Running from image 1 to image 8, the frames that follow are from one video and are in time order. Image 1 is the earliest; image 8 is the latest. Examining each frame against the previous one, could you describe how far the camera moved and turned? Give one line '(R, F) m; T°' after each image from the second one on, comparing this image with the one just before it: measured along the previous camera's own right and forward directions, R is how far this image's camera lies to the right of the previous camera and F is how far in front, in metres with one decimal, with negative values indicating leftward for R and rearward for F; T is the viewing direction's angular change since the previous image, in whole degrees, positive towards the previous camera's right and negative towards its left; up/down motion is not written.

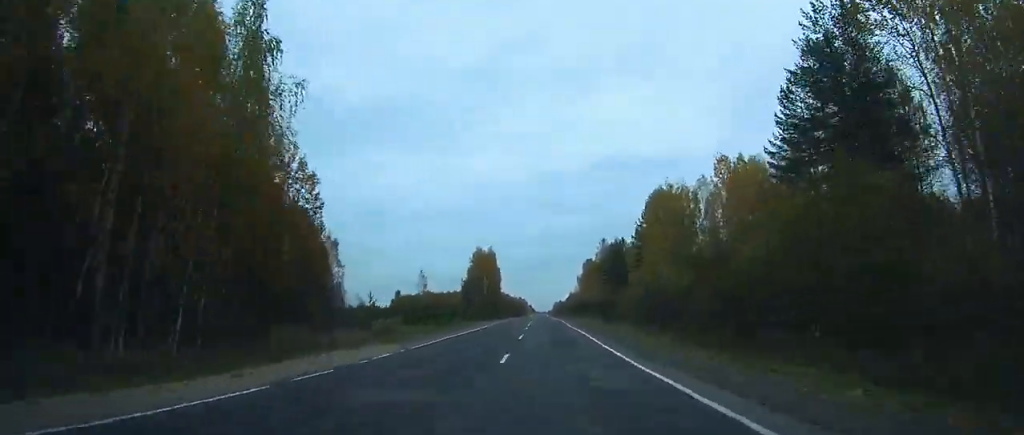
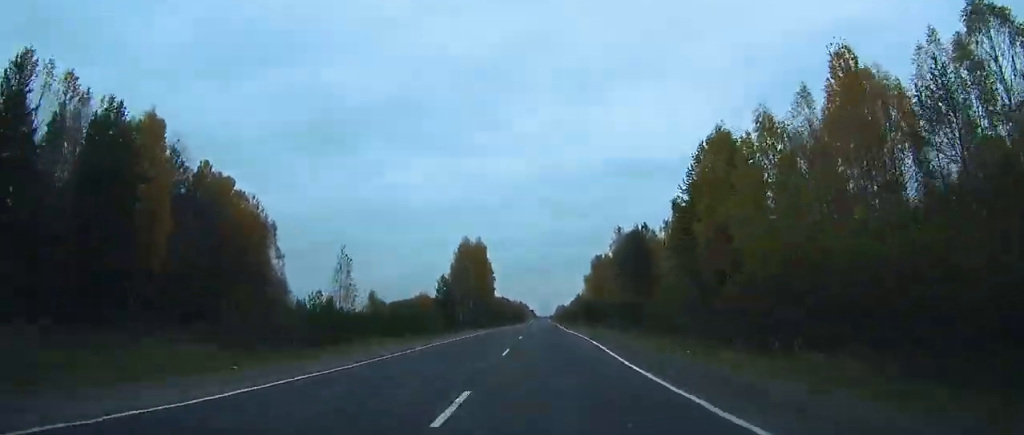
(+1.2, +34.3) m; +2°
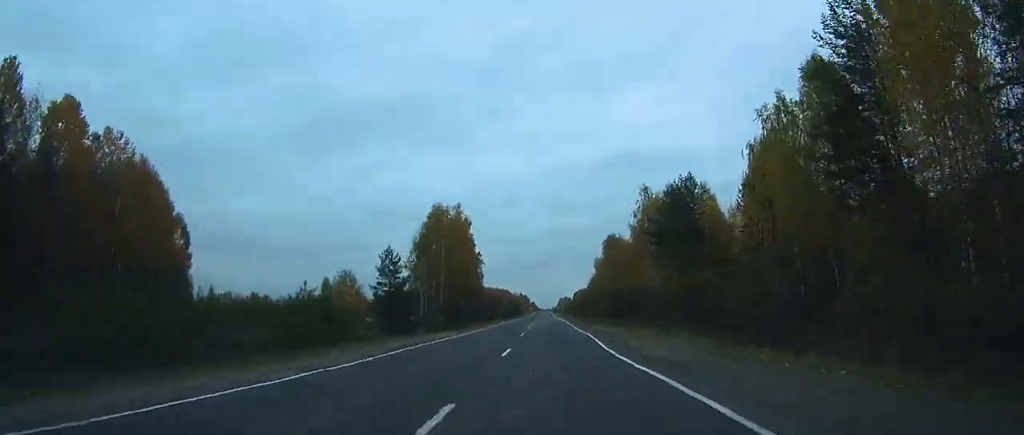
(-0.1, +39.5) m; 0°
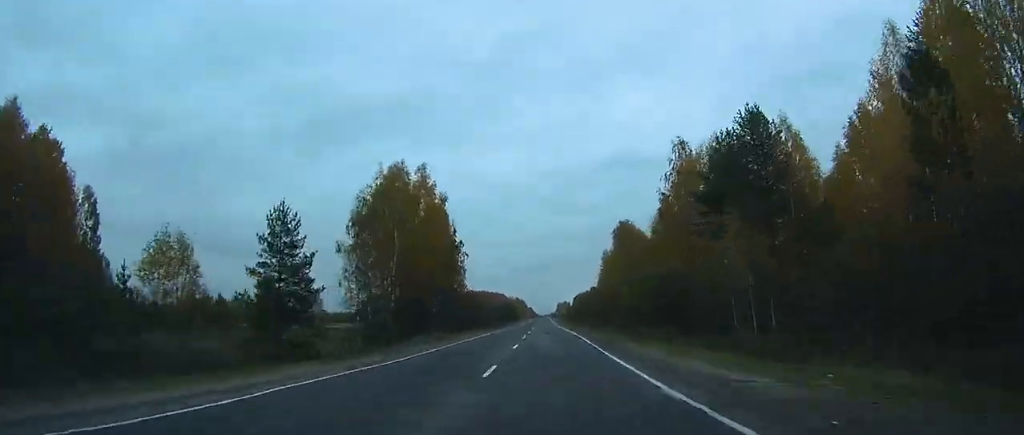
(0.0, +28.6) m; 0°
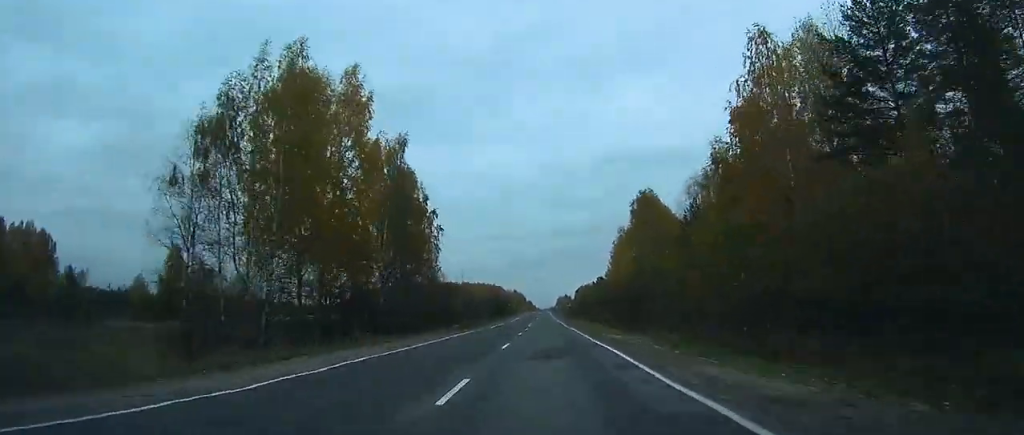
(0.0, +28.4) m; 0°
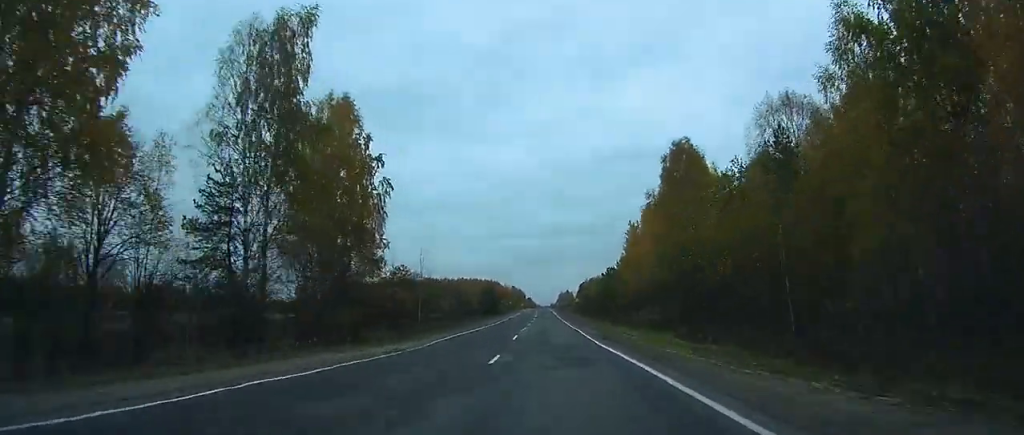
(0.0, +28.1) m; 0°
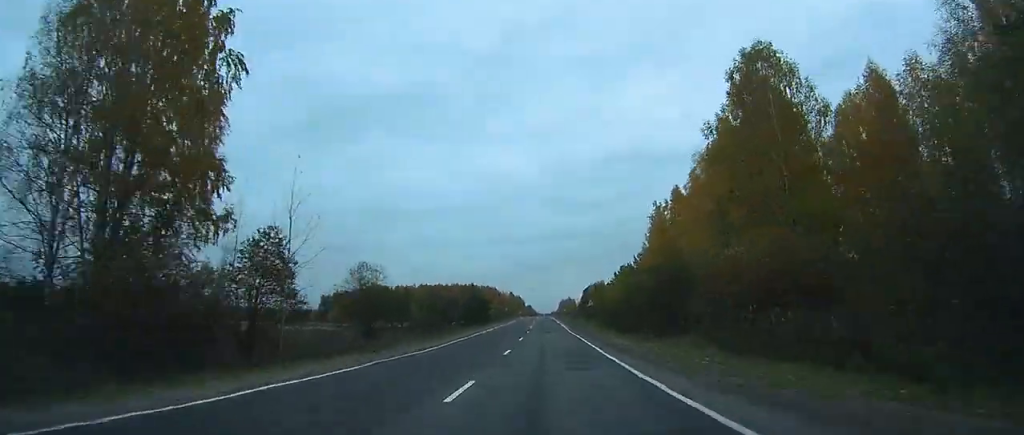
(0.0, +28.3) m; 0°
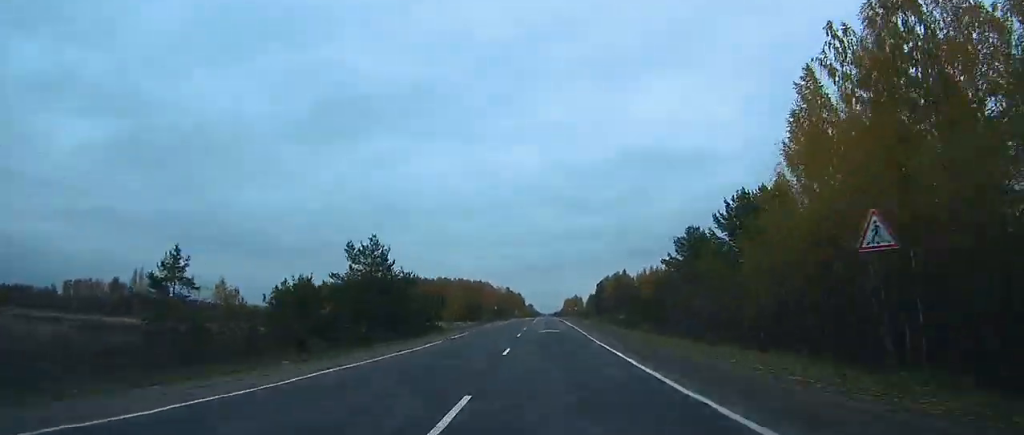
(0.0, +61.0) m; 0°
